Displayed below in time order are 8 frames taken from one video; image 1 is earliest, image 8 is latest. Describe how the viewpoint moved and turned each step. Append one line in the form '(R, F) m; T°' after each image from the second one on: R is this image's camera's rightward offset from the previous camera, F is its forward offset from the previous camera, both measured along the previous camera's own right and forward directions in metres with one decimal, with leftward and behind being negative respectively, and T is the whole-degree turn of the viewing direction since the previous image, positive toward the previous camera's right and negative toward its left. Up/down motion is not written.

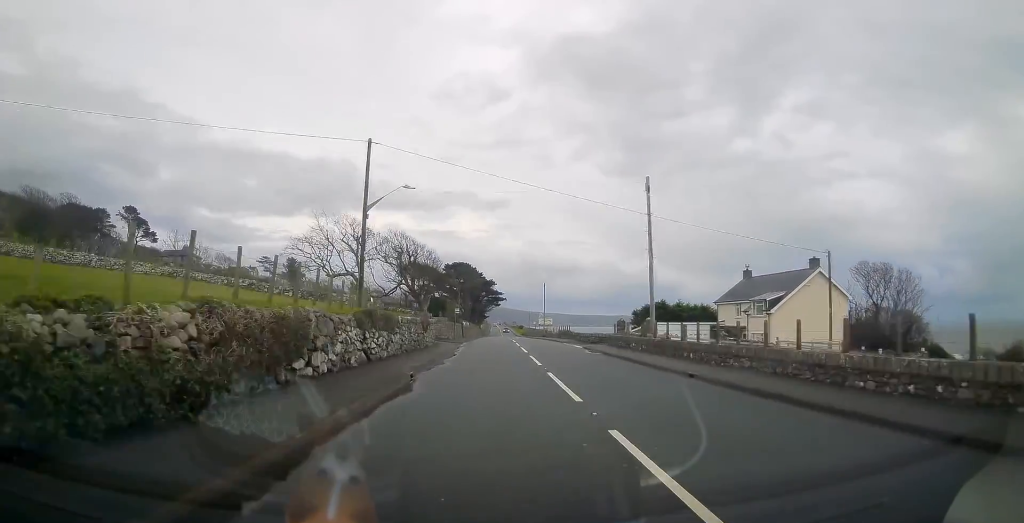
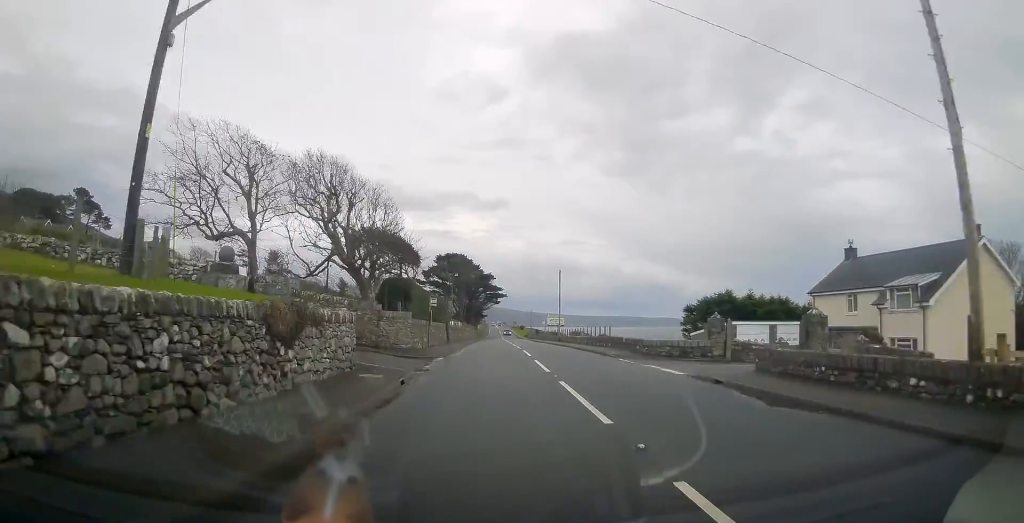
(0.0, +20.1) m; 0°
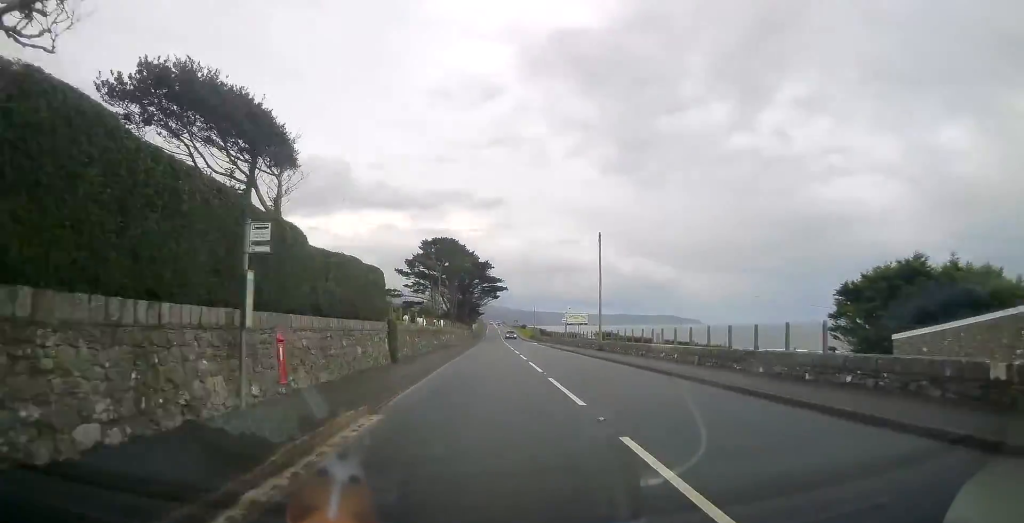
(0.0, +24.5) m; 0°
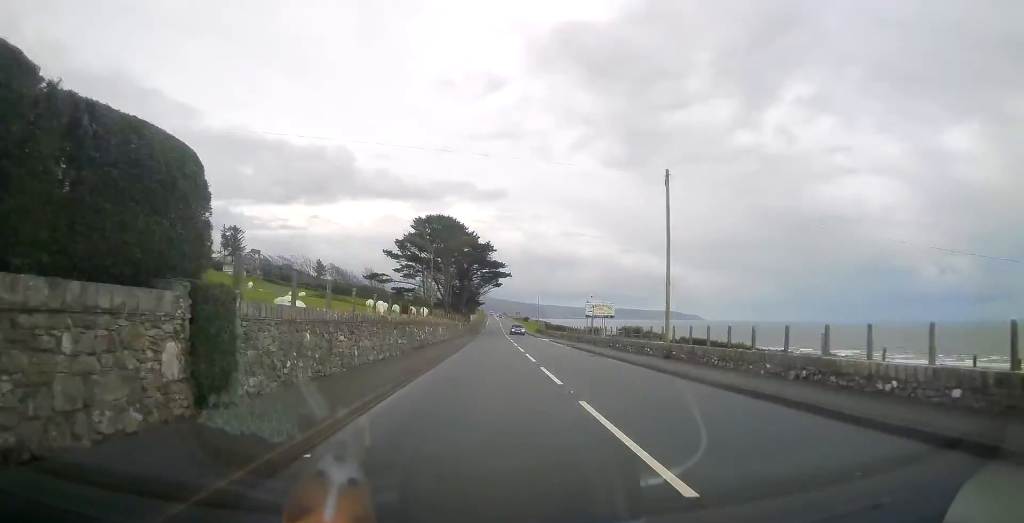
(0.0, +14.4) m; 0°
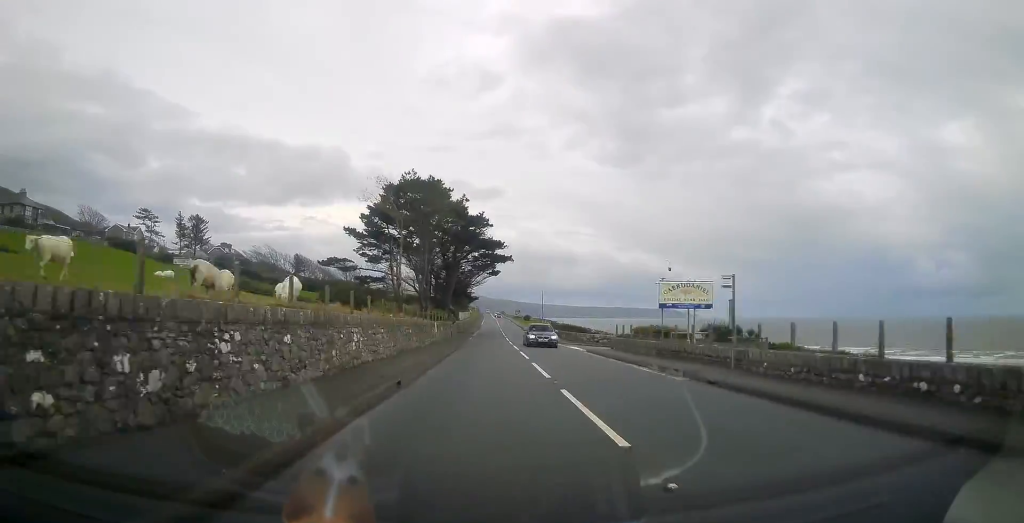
(0.0, +24.6) m; 0°
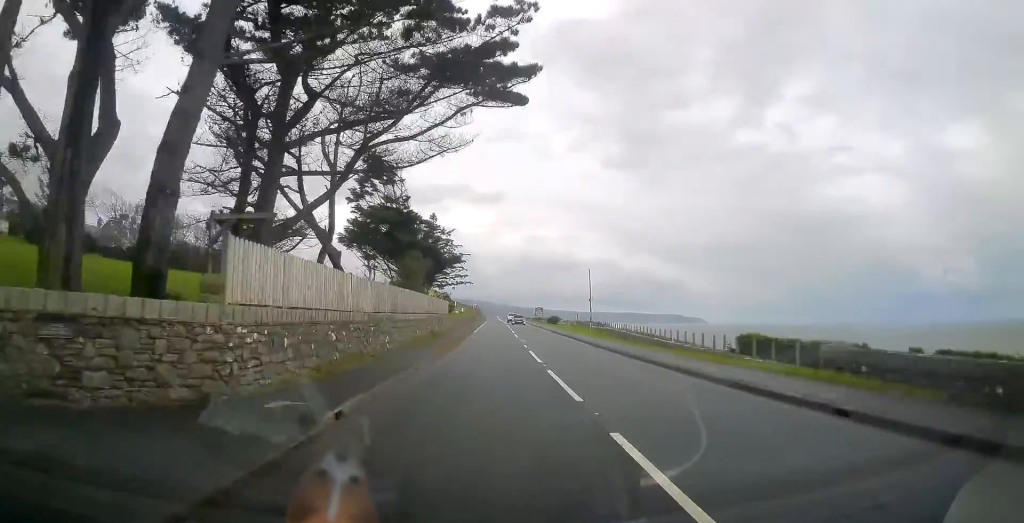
(-0.2, +66.6) m; 0°
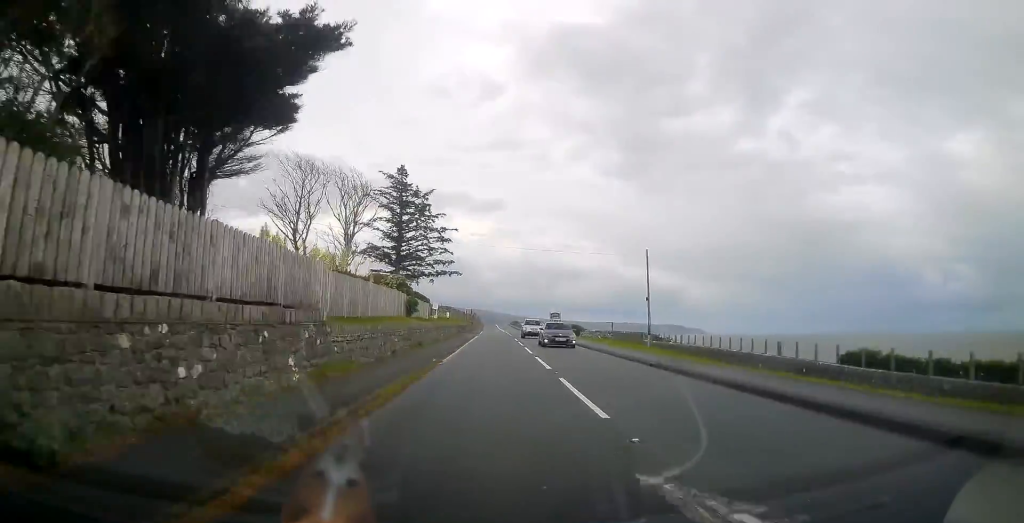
(0.0, +31.0) m; 0°
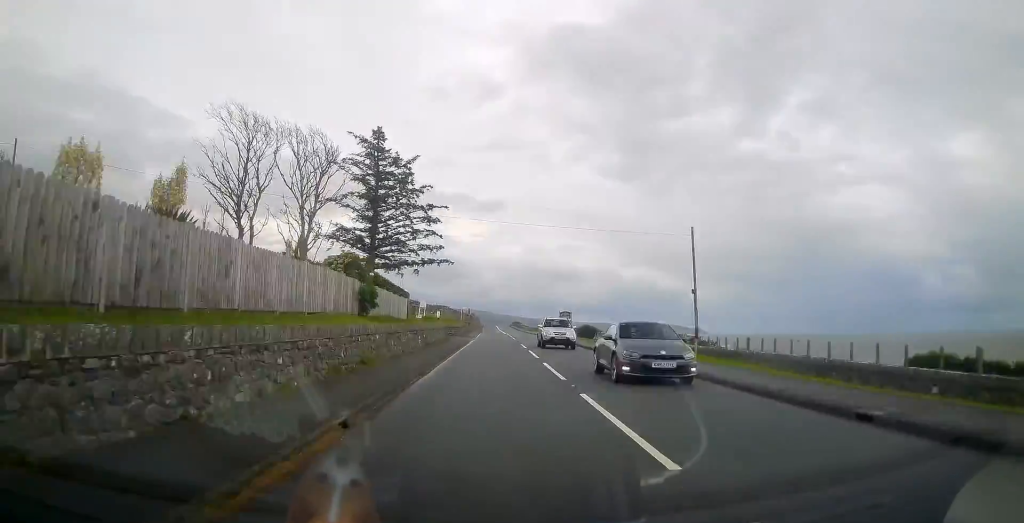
(0.0, +11.9) m; 0°
